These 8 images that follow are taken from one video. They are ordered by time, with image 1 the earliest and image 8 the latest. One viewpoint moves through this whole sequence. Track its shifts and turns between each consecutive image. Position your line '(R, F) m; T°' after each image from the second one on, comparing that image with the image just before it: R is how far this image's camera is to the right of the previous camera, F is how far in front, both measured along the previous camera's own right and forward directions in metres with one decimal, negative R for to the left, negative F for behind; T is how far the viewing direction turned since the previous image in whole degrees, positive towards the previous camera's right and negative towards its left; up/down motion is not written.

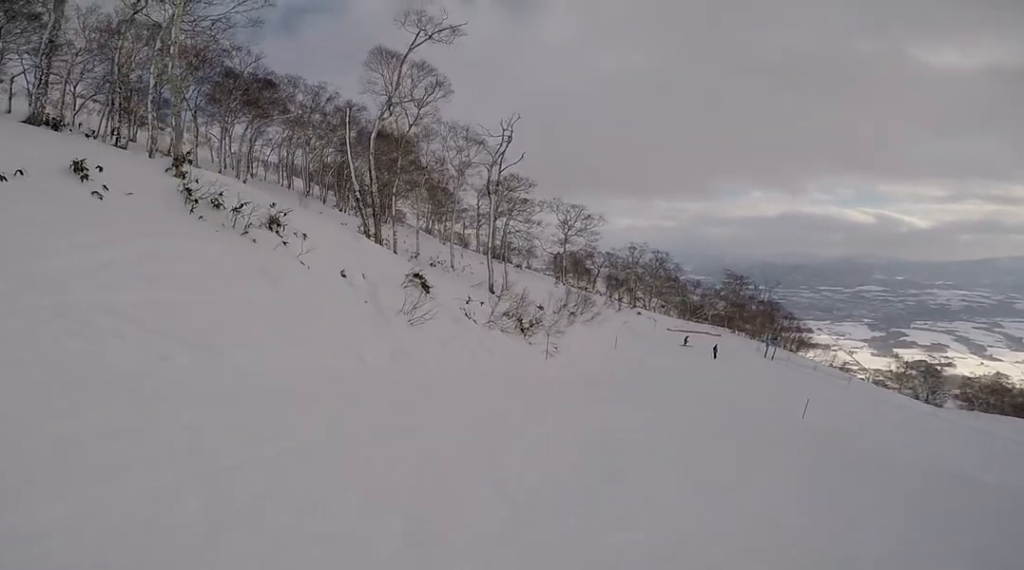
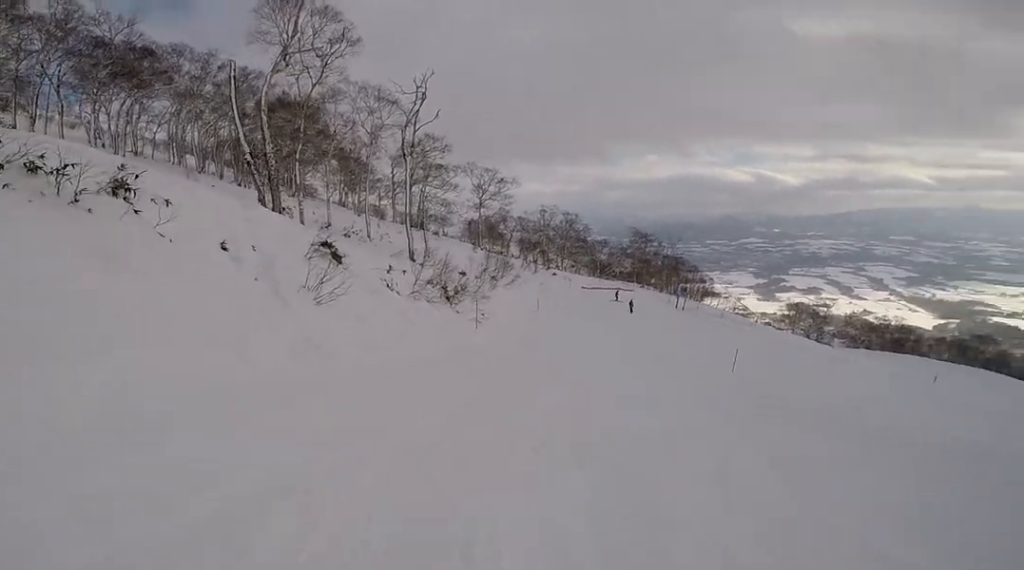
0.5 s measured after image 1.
(+0.8, +2.9) m; +13°
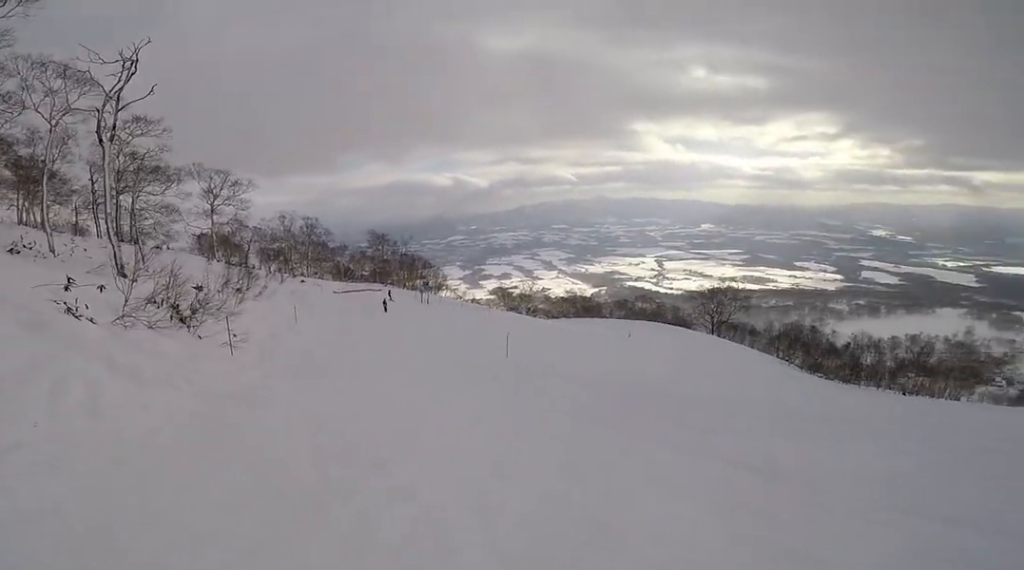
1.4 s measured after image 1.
(+1.2, +5.5) m; +13°
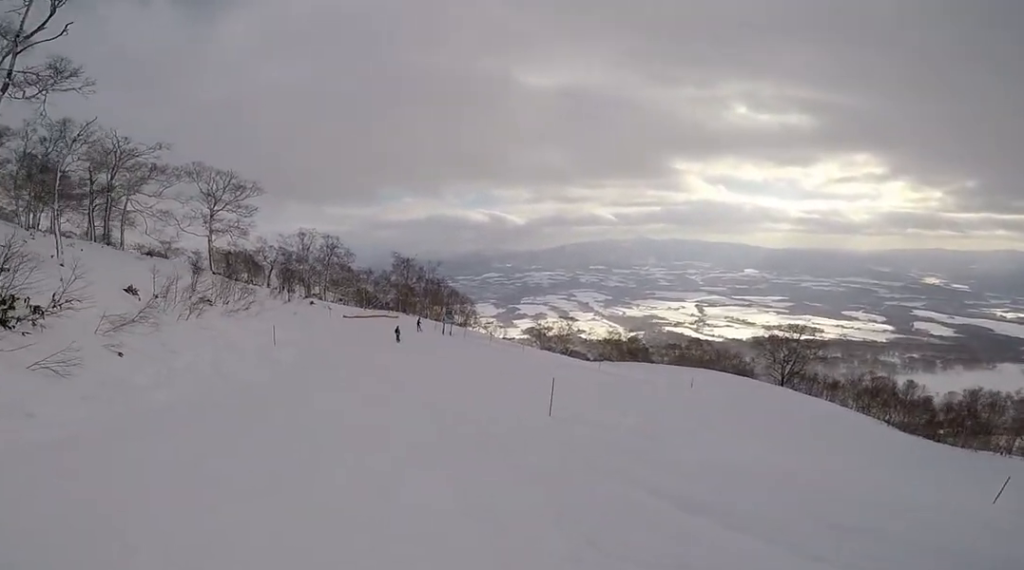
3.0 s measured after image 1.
(-0.5, +9.6) m; -25°
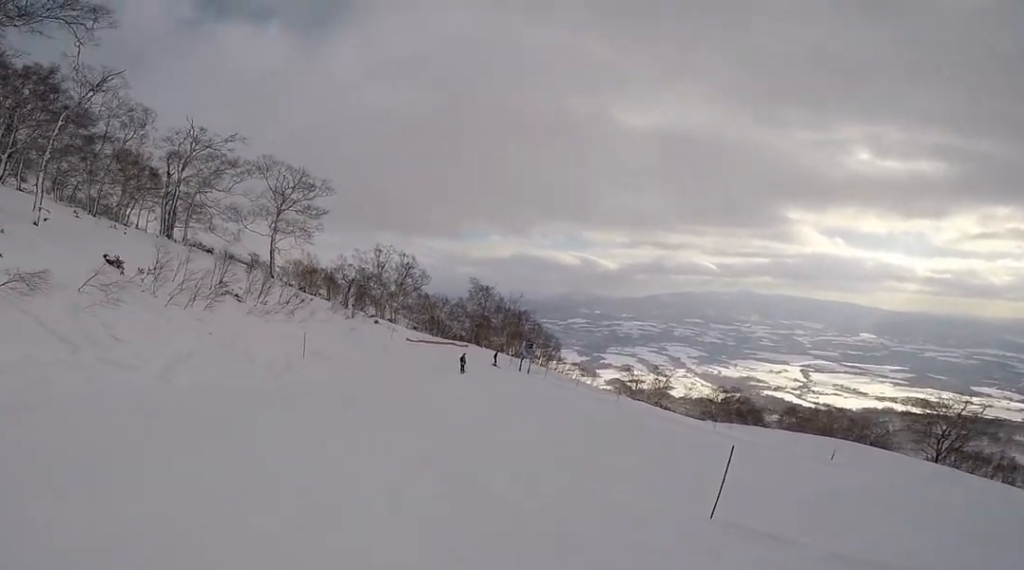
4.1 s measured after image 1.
(-1.8, +6.9) m; -8°
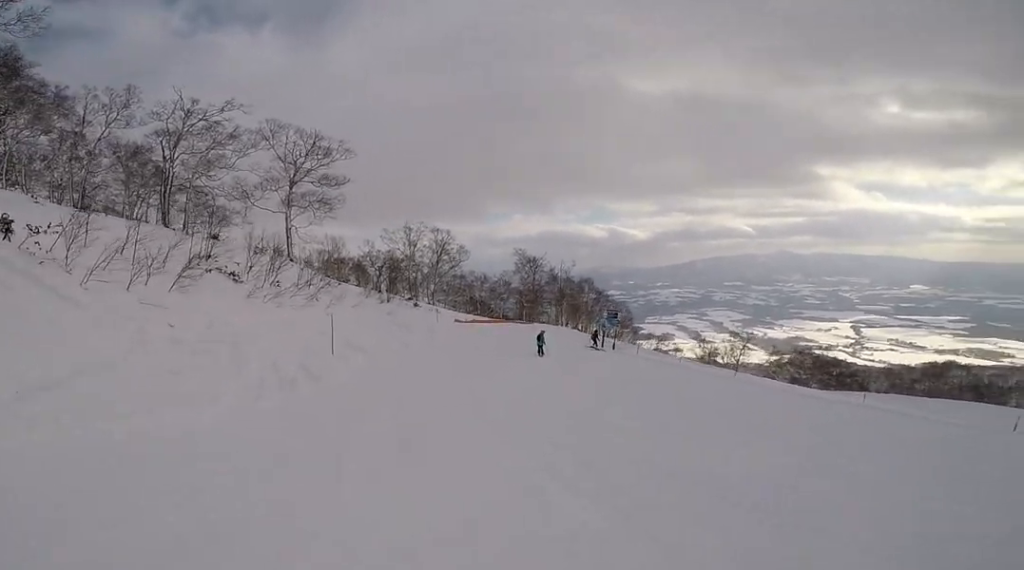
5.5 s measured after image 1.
(+1.4, +8.1) m; +20°
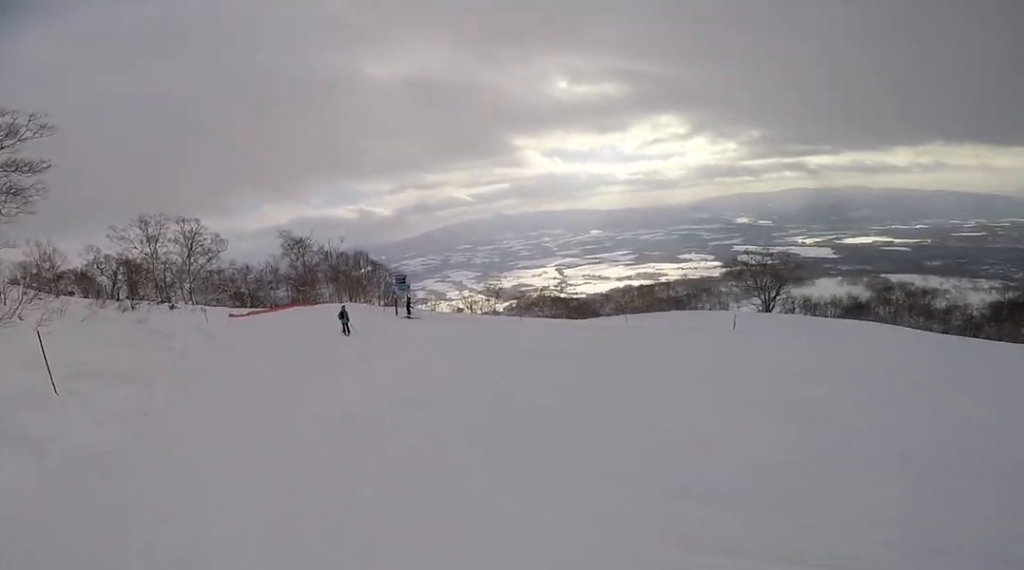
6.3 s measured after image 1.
(+0.4, +4.2) m; +13°
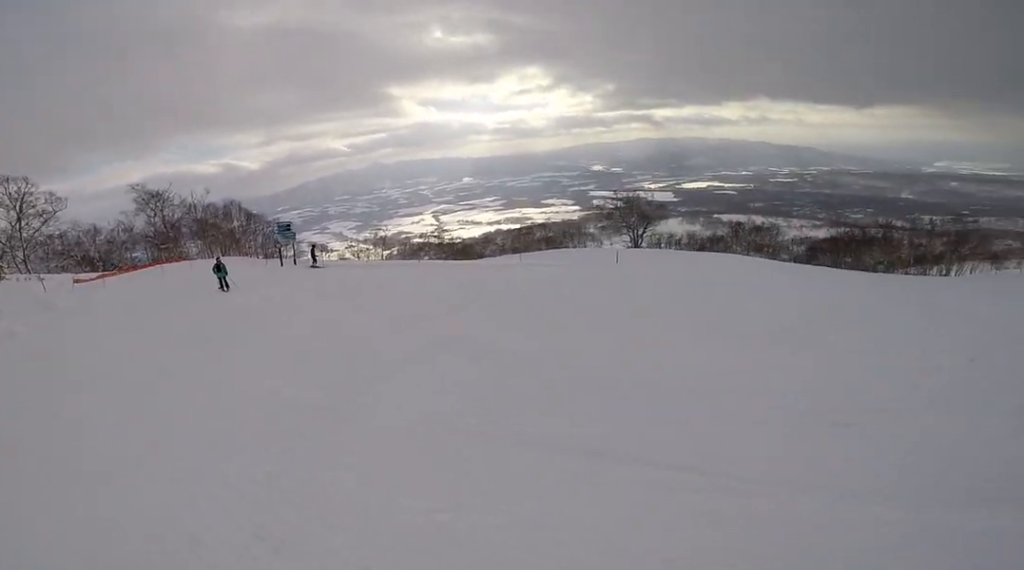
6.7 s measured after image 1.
(+0.5, +2.5) m; +6°
